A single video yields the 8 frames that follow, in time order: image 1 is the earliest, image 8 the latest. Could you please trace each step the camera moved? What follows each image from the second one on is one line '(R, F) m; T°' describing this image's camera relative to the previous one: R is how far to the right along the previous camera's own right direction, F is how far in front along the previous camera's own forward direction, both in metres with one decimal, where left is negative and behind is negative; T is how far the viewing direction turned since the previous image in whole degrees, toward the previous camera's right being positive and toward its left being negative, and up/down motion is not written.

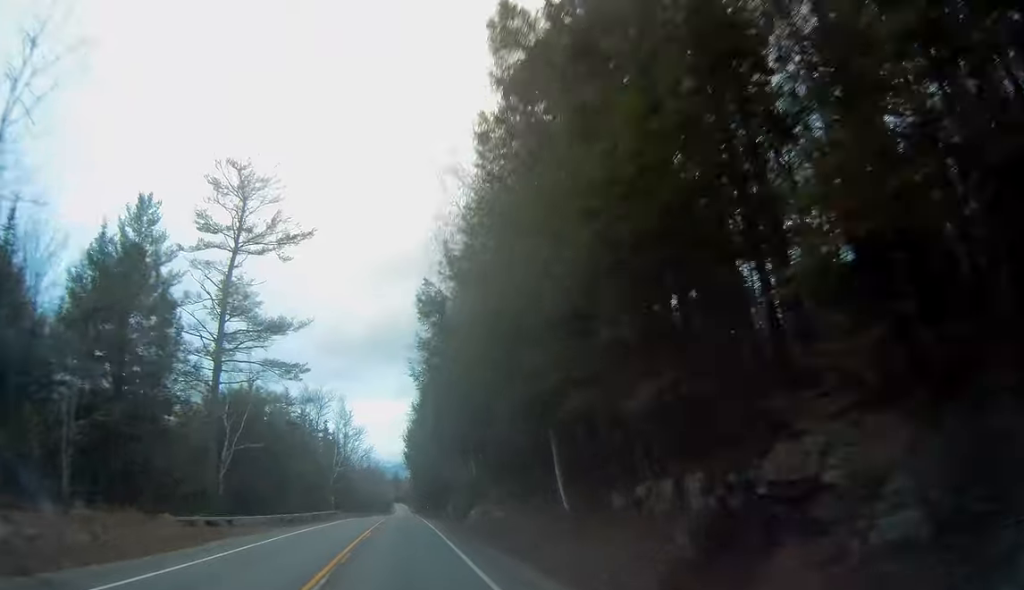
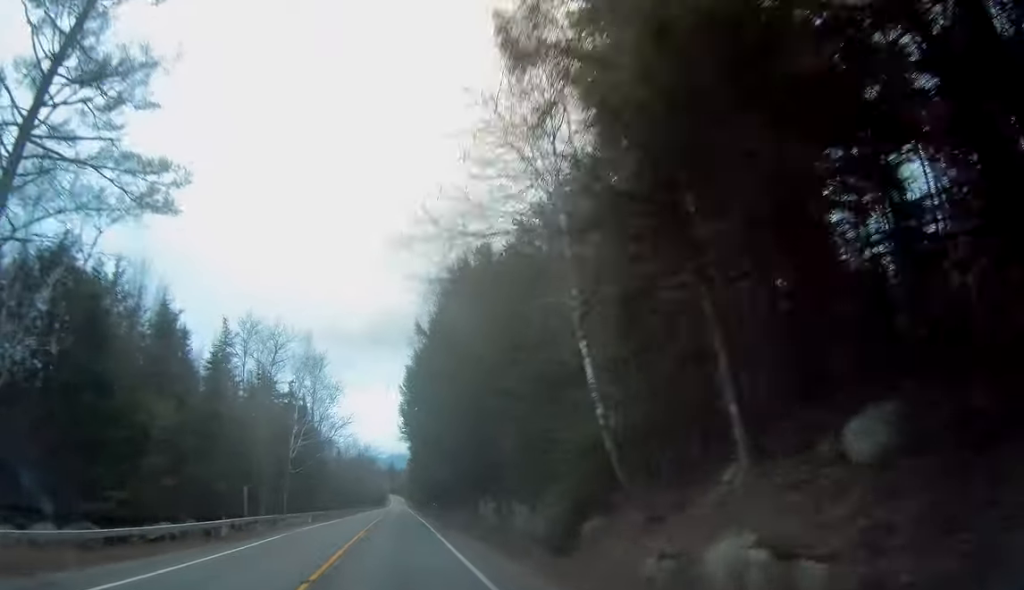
(+0.2, +31.4) m; 0°
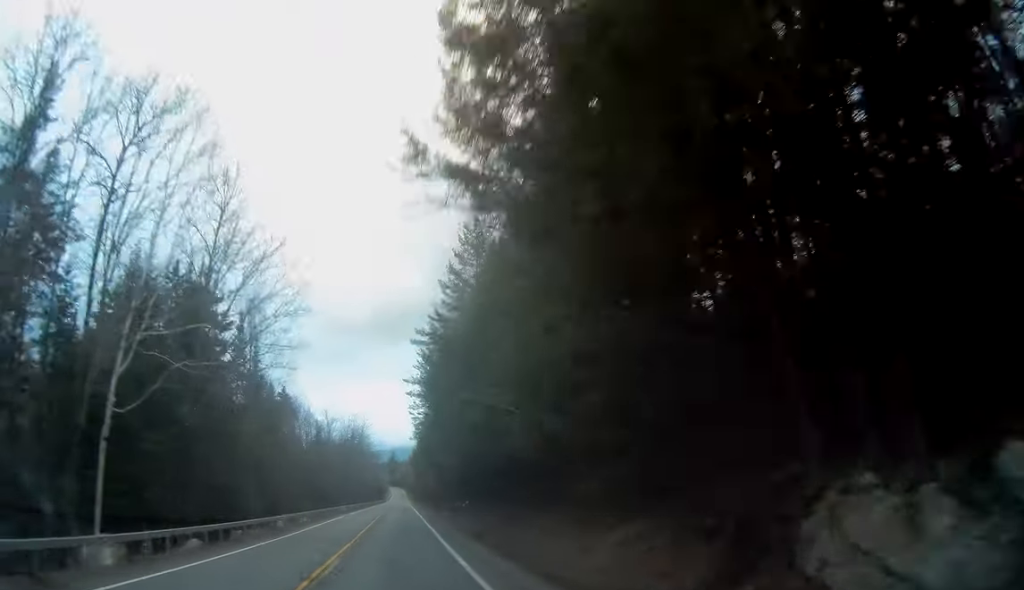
(-0.3, +37.8) m; 0°
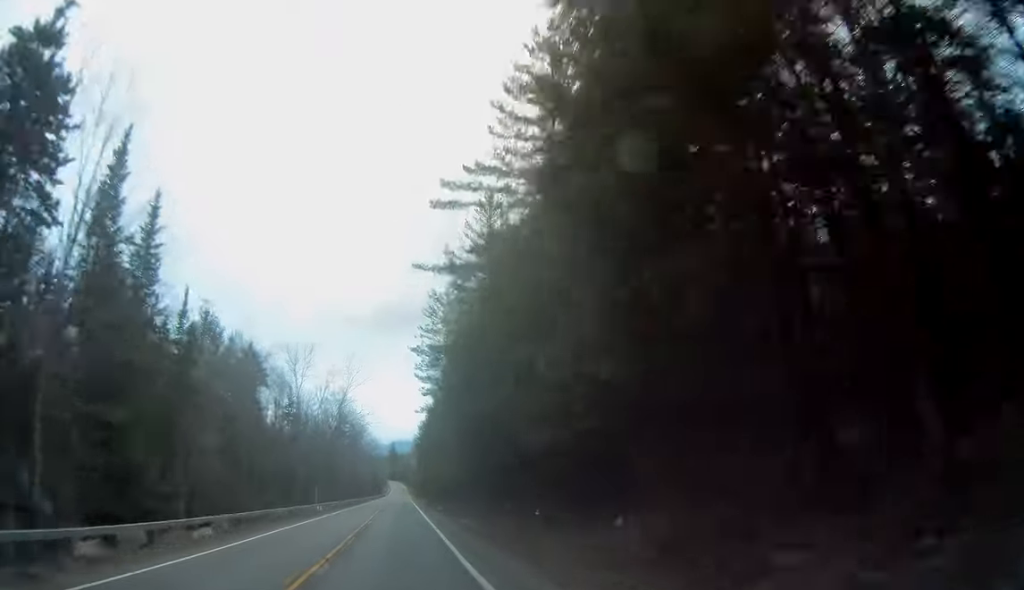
(+0.1, +26.5) m; 0°
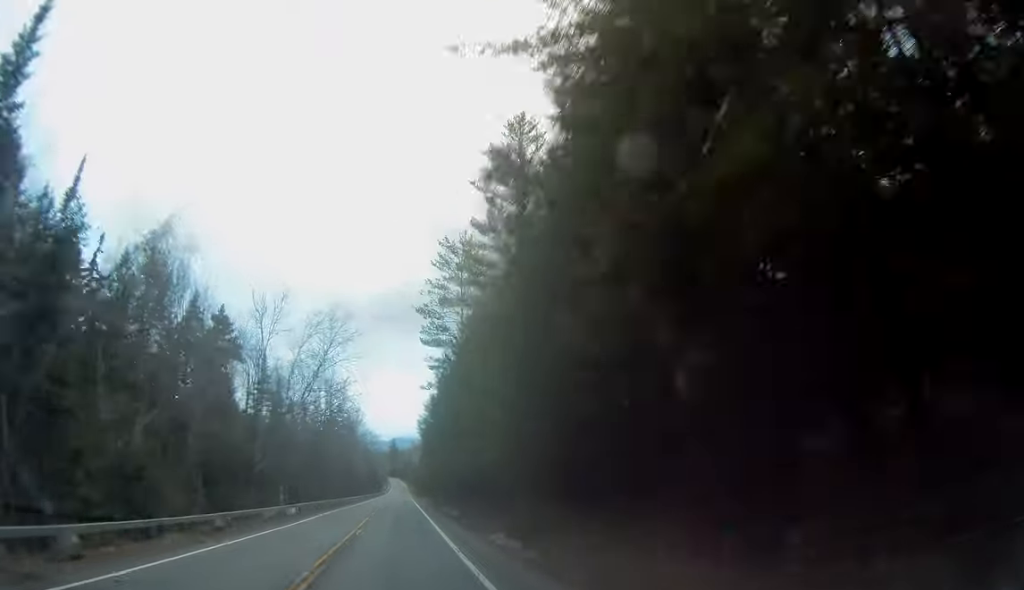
(0.0, +15.0) m; 0°
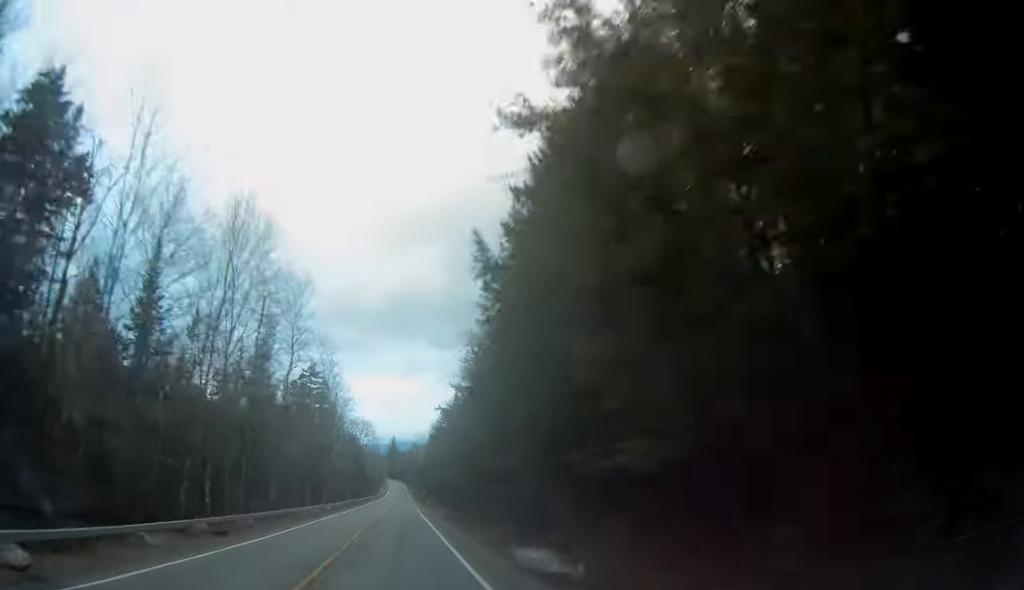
(0.0, +41.5) m; +1°
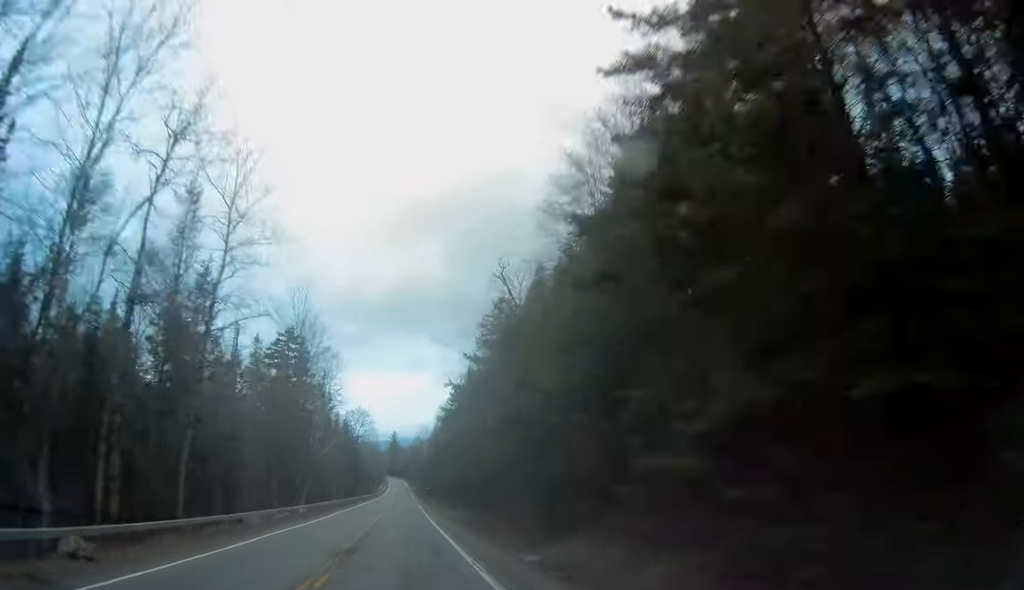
(0.0, +18.5) m; 0°
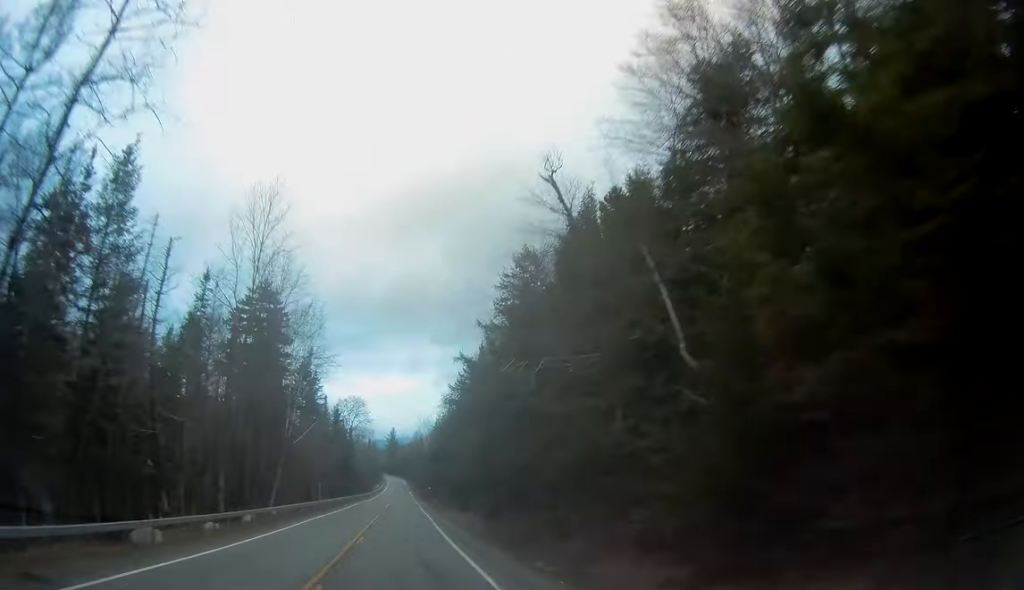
(+0.1, +14.1) m; 0°
